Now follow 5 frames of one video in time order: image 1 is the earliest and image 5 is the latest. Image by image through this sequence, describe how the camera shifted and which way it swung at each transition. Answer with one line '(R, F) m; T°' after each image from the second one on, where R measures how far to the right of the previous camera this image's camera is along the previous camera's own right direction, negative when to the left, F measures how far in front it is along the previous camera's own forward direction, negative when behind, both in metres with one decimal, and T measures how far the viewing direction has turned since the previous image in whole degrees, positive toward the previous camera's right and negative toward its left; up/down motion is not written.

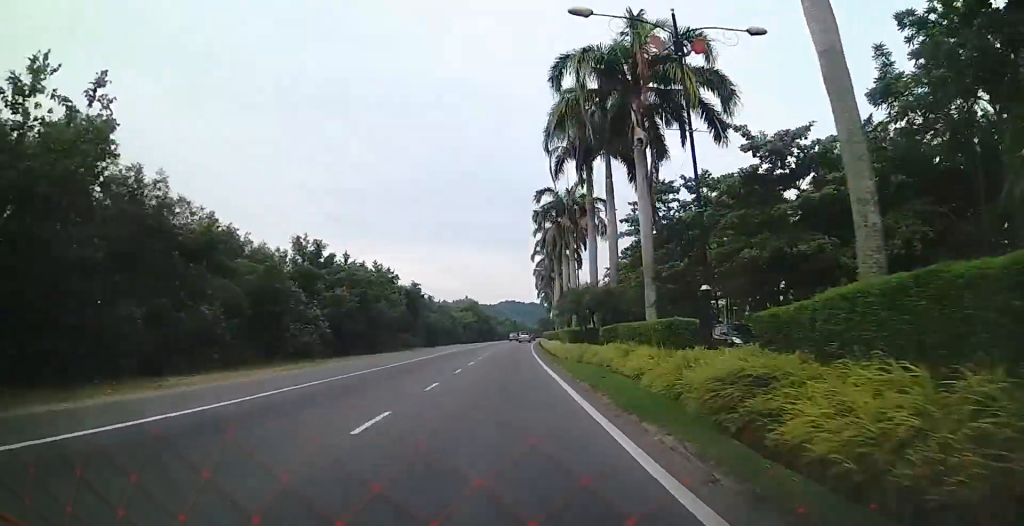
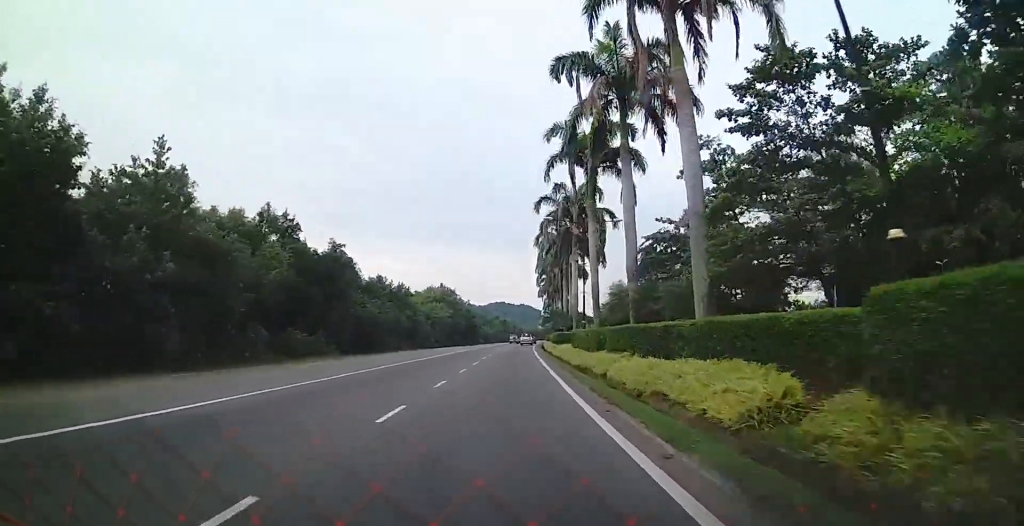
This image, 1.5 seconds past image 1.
(+0.6, +35.8) m; +1°
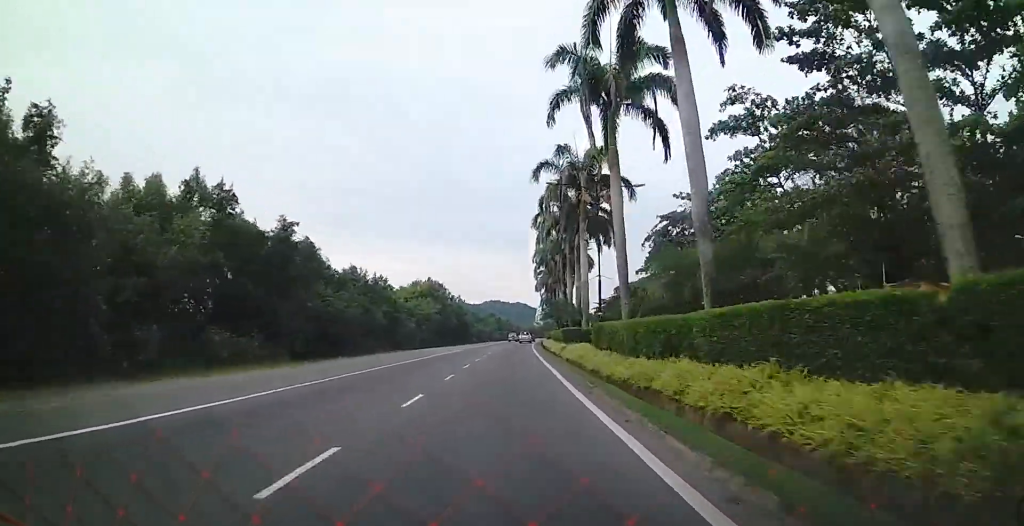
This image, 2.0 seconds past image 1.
(-0.2, +10.1) m; 0°
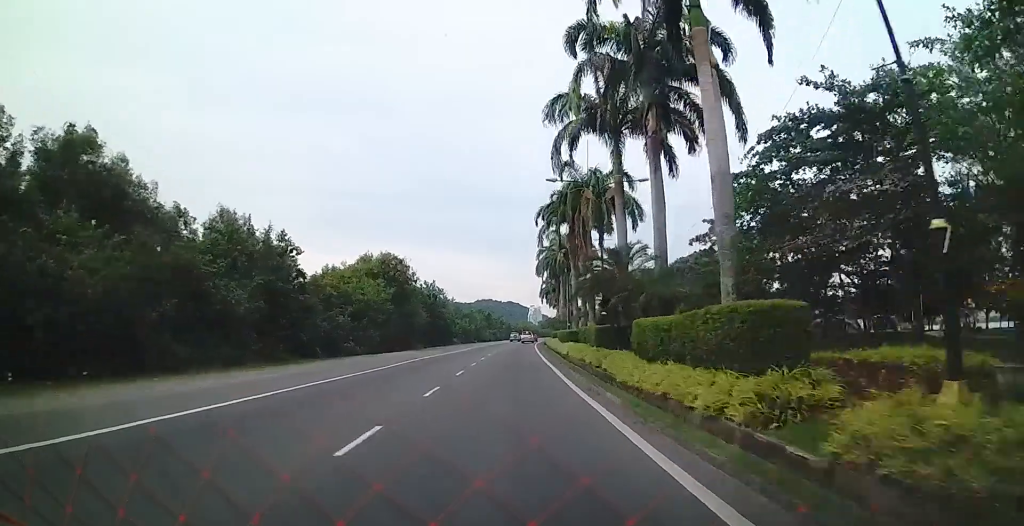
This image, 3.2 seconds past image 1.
(+0.2, +28.6) m; +1°
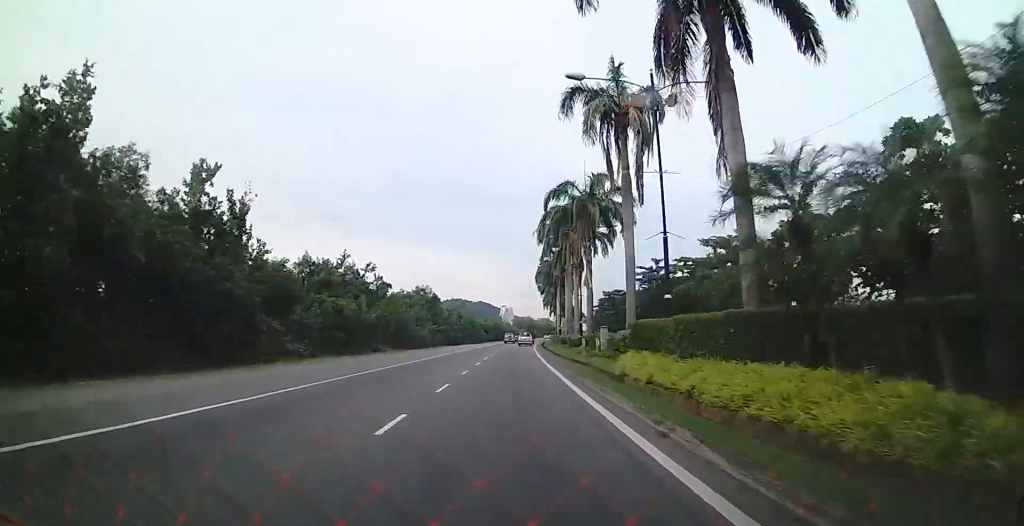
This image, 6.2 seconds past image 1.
(+1.2, +70.4) m; +3°
